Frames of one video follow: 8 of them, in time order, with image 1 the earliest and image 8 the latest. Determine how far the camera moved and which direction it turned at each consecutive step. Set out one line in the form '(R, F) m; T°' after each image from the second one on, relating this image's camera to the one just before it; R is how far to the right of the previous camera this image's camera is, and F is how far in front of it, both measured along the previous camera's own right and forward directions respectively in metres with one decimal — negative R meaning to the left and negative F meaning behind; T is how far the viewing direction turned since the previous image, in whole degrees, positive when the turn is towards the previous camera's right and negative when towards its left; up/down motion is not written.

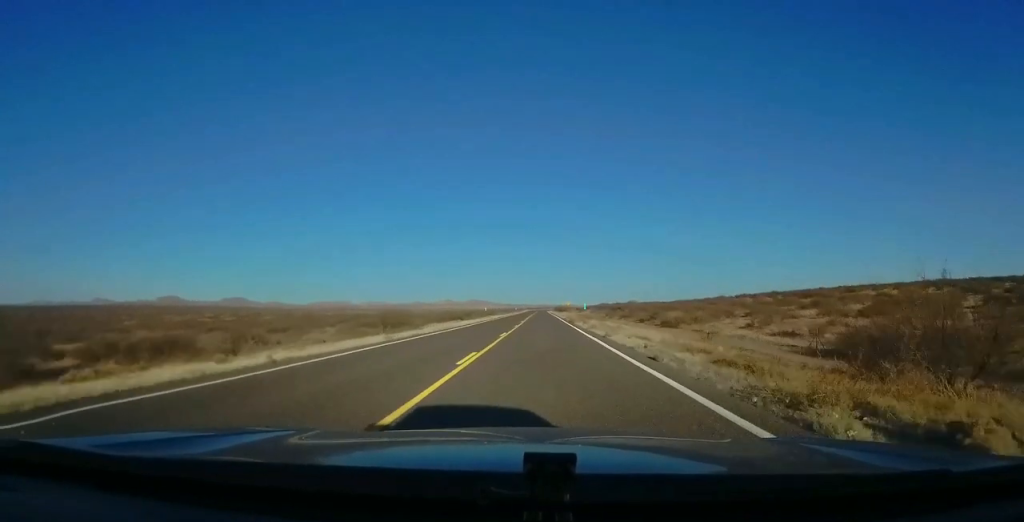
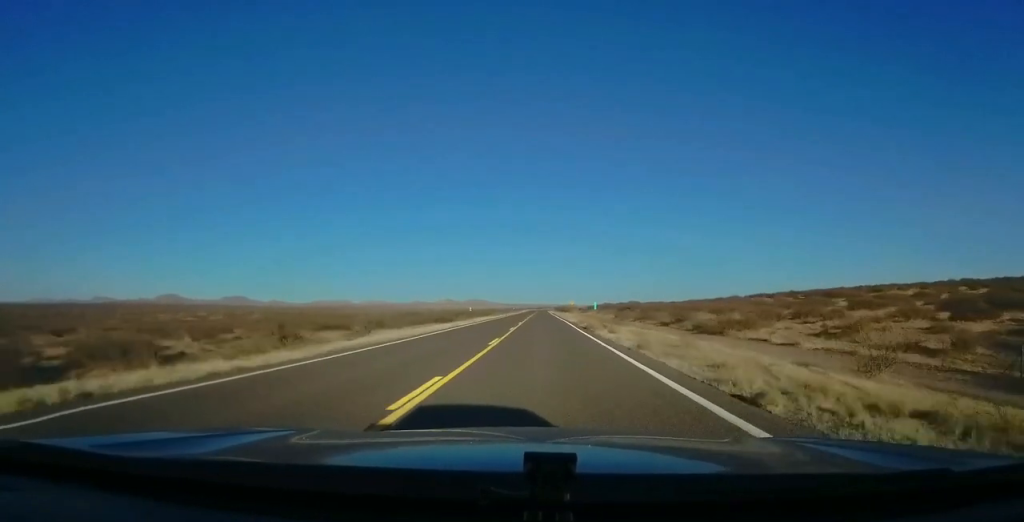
(+0.1, +17.5) m; 0°
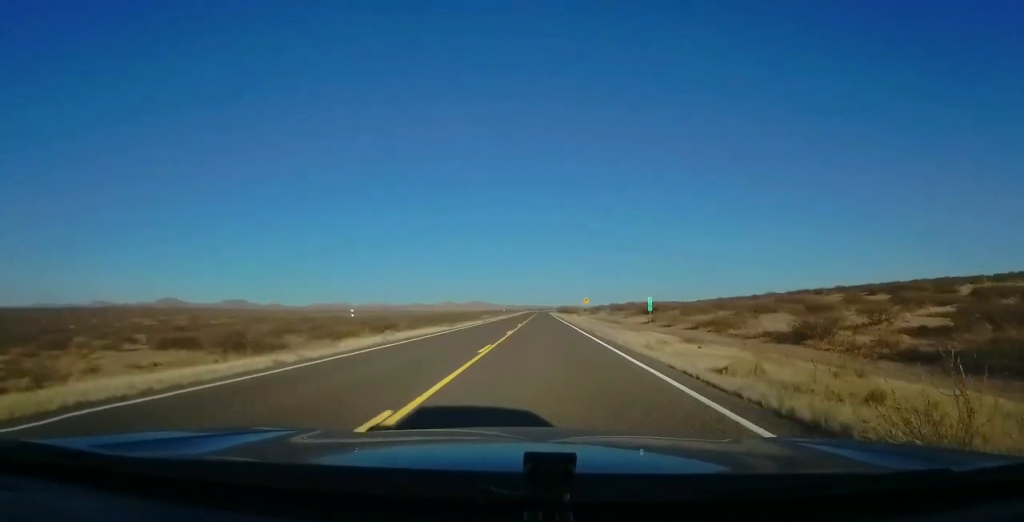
(0.0, +39.9) m; 0°
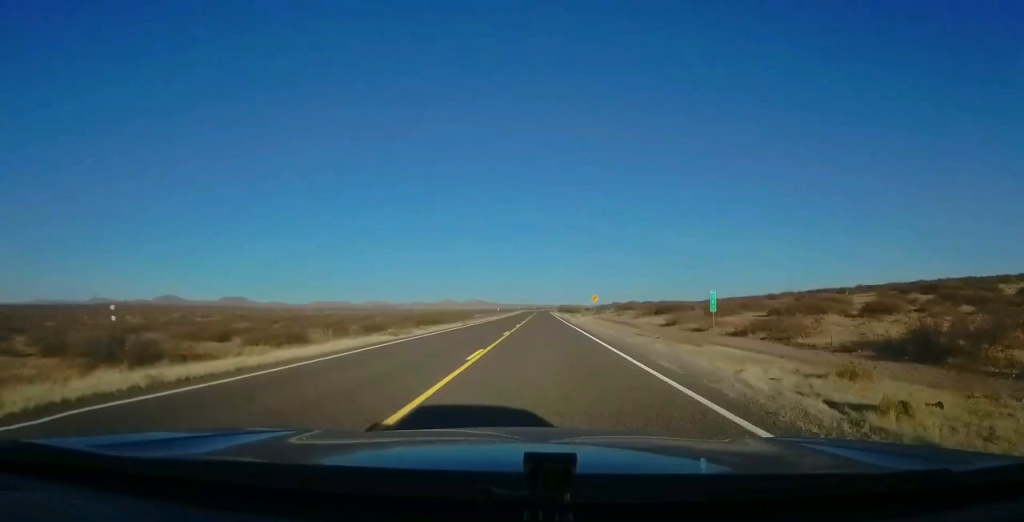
(0.0, +14.6) m; 0°
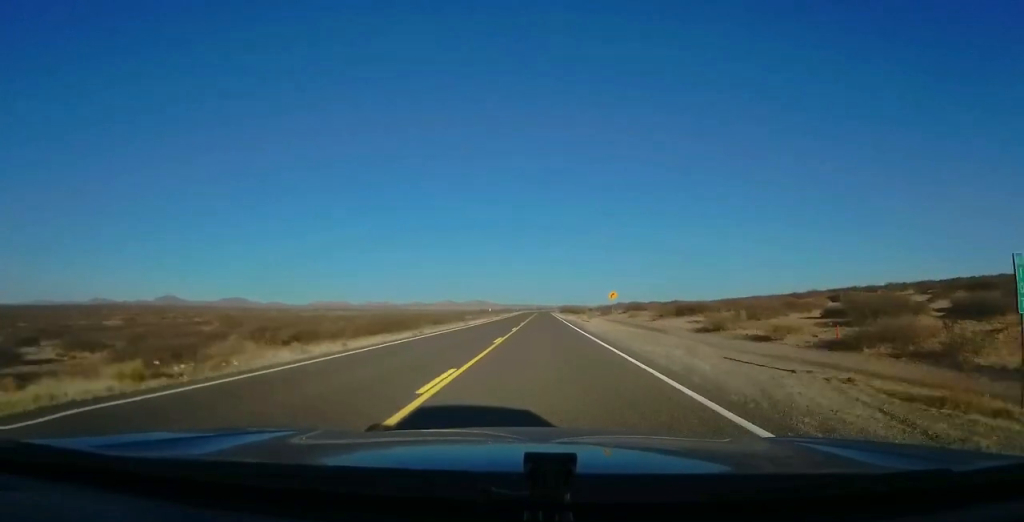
(0.0, +17.6) m; 0°
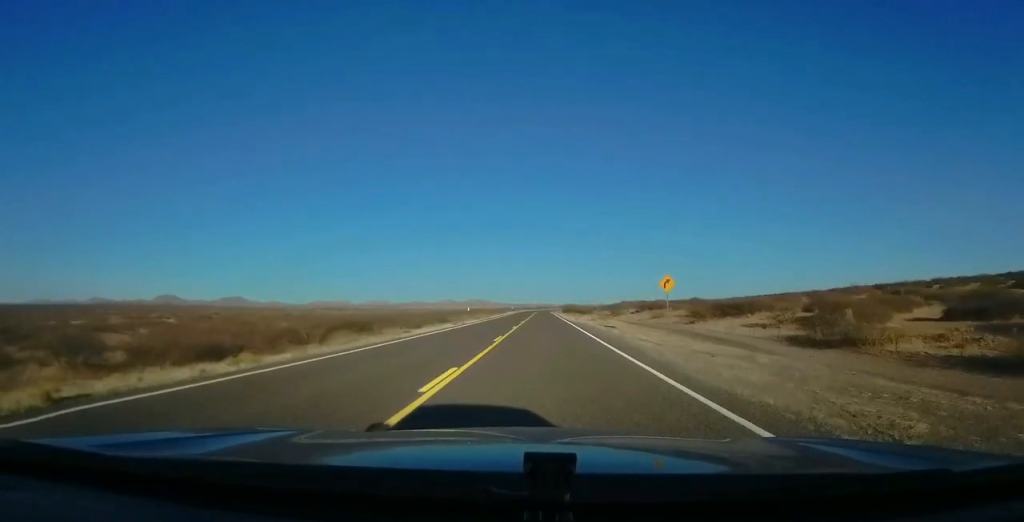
(0.0, +24.4) m; 0°
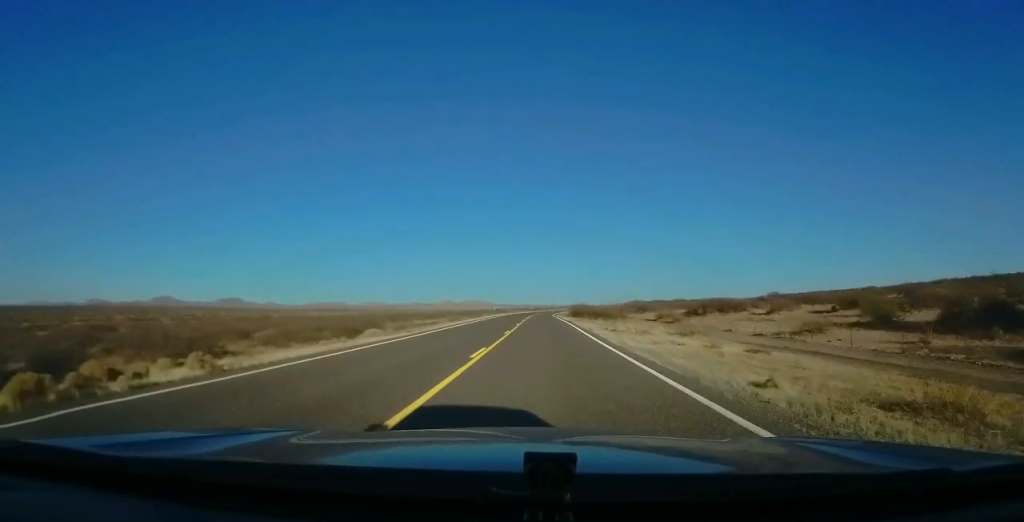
(-0.5, +55.7) m; -1°
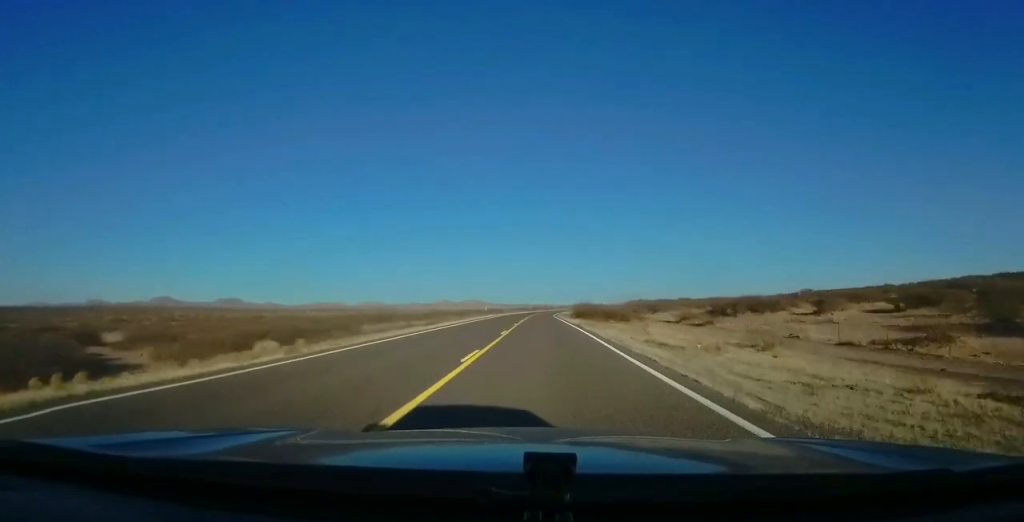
(-0.4, +13.7) m; 0°
